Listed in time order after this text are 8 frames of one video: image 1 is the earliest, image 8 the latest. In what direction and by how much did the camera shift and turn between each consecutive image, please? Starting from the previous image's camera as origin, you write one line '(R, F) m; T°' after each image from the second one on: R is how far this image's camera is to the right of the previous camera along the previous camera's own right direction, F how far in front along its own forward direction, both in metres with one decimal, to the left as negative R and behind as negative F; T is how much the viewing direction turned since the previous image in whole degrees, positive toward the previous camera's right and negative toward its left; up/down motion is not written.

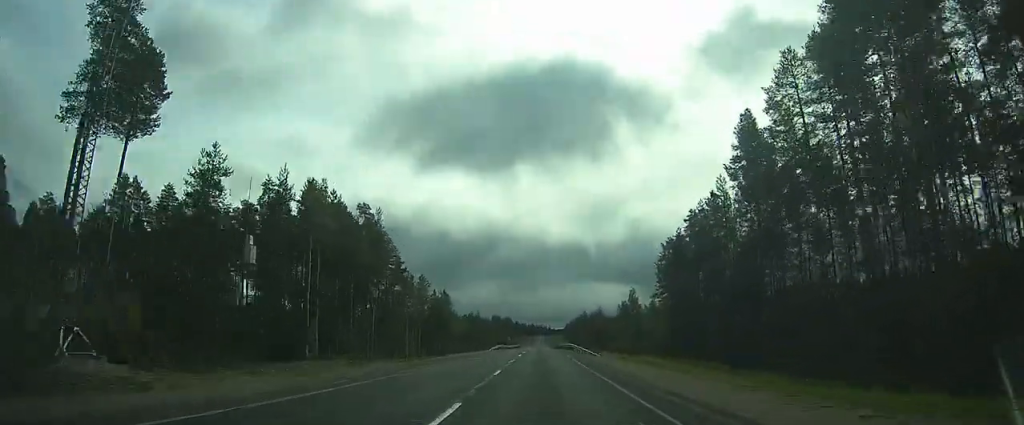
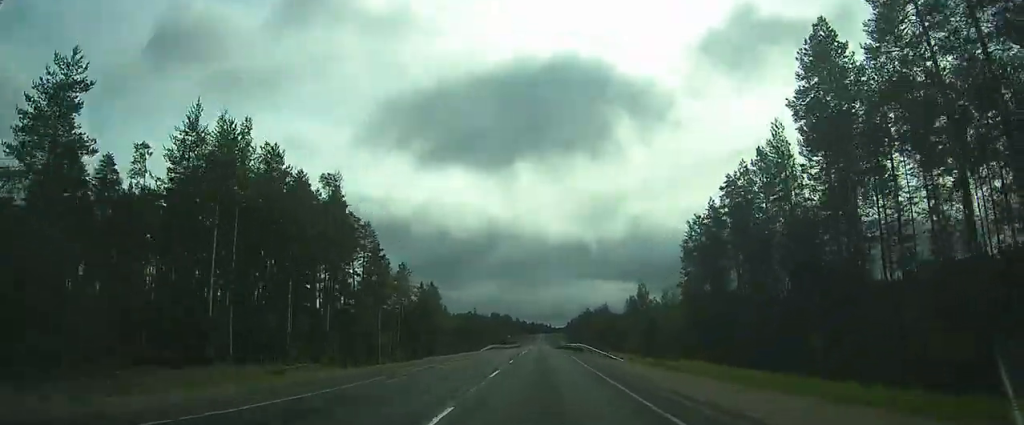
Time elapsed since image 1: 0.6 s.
(0.0, +12.7) m; 0°
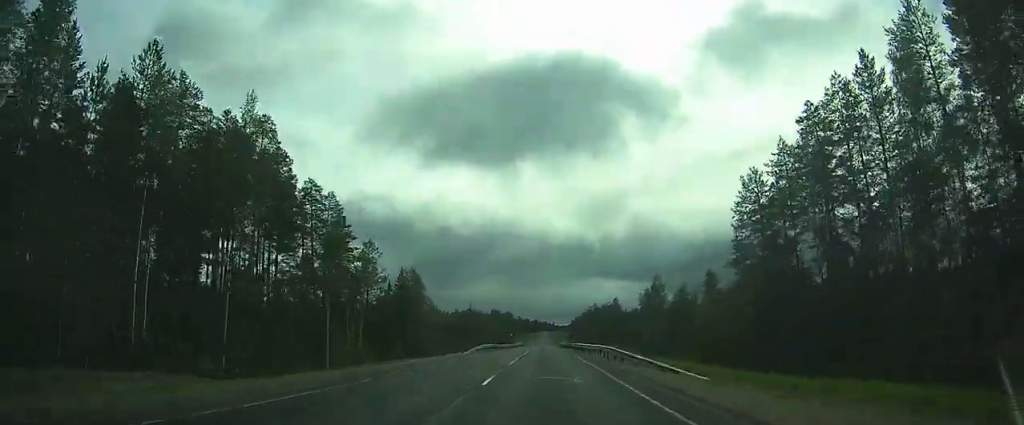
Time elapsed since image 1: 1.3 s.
(0.0, +15.8) m; -1°
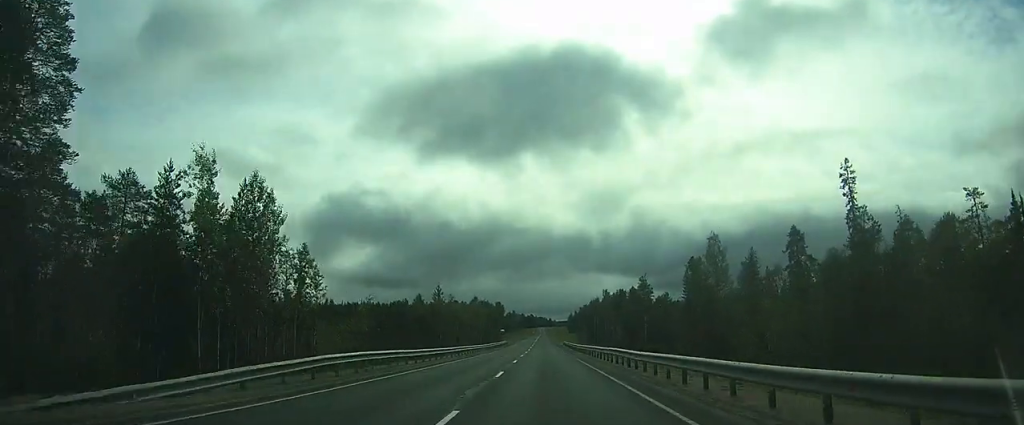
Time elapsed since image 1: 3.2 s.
(-0.9, +43.8) m; -1°
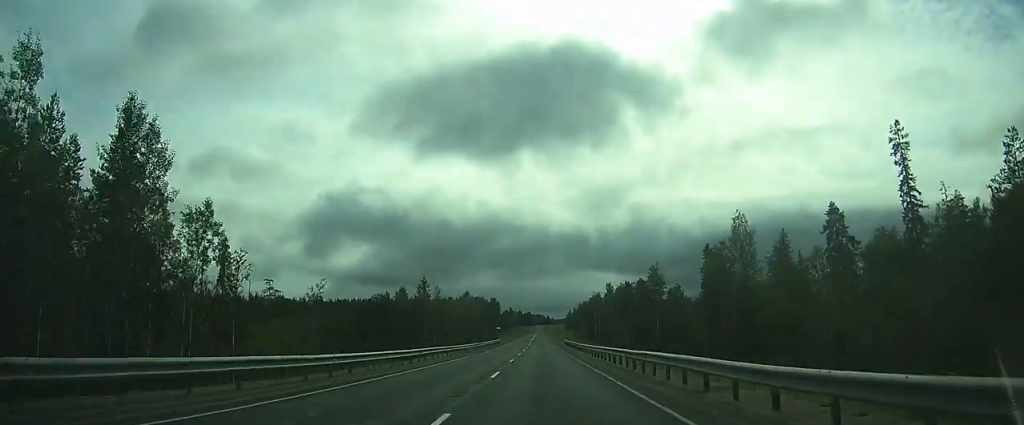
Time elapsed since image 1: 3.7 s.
(0.0, +12.1) m; 0°
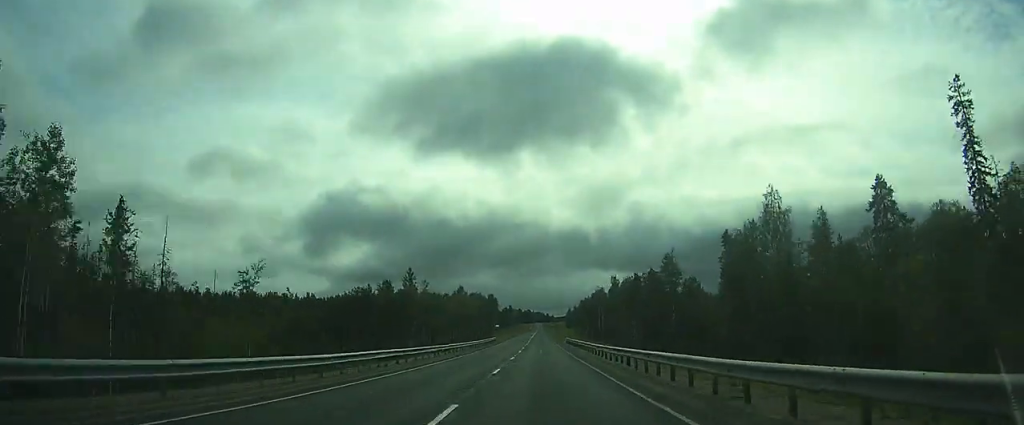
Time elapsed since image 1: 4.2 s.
(+0.1, +10.5) m; 0°
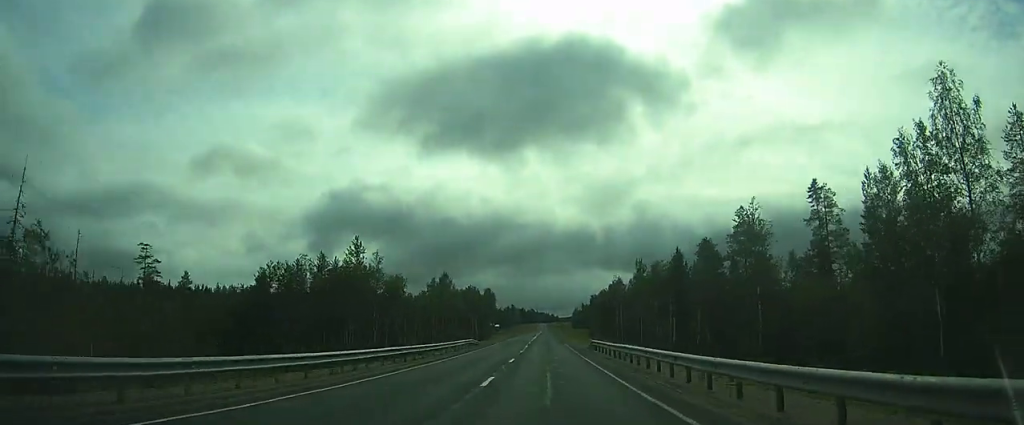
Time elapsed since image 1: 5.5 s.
(+0.1, +28.3) m; +1°
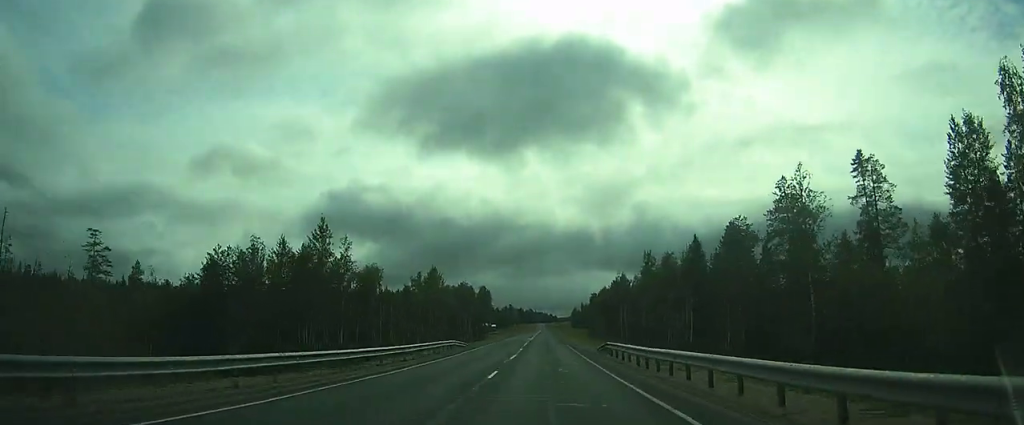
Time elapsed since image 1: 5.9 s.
(0.0, +9.6) m; 0°
